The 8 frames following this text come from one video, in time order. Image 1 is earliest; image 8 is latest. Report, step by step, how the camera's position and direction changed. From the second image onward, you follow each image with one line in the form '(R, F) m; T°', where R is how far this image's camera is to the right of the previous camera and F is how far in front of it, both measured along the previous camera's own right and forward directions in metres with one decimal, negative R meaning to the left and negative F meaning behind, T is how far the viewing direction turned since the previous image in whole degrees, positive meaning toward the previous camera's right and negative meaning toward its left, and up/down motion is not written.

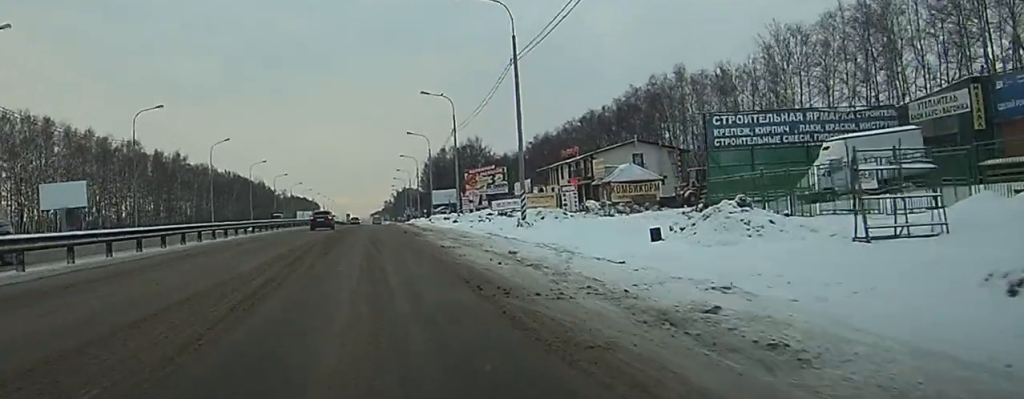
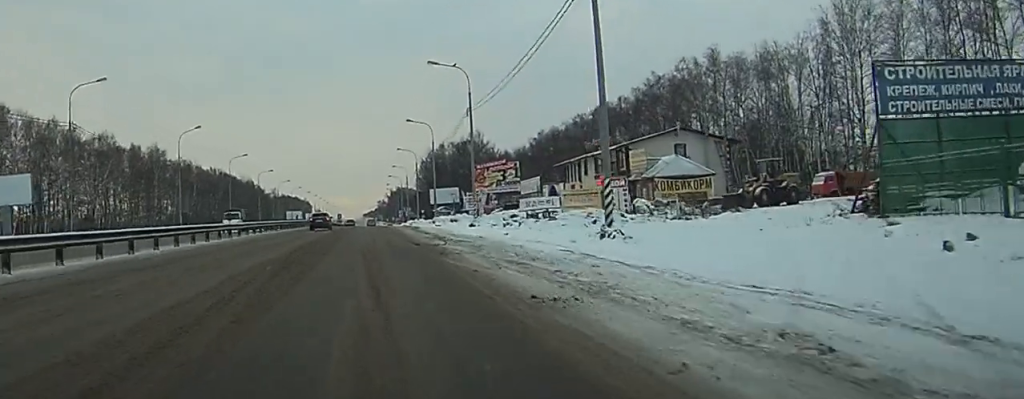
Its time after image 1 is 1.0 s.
(-0.1, +15.8) m; 0°
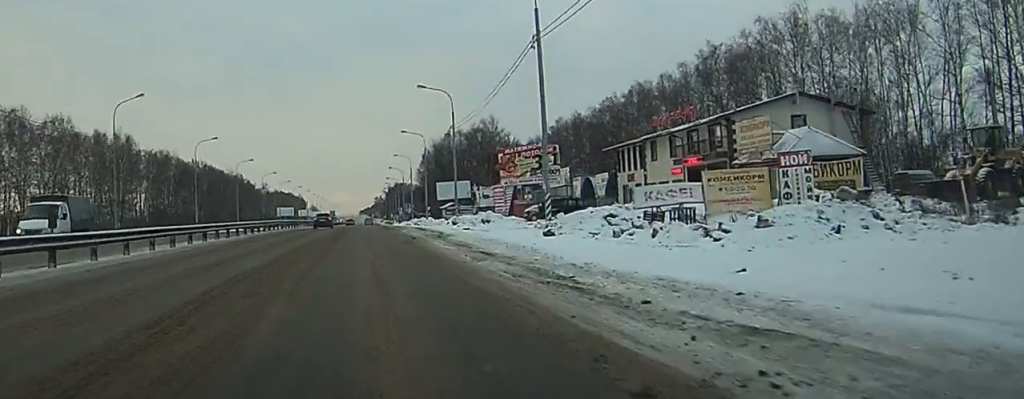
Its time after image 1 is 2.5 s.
(0.0, +24.8) m; 0°
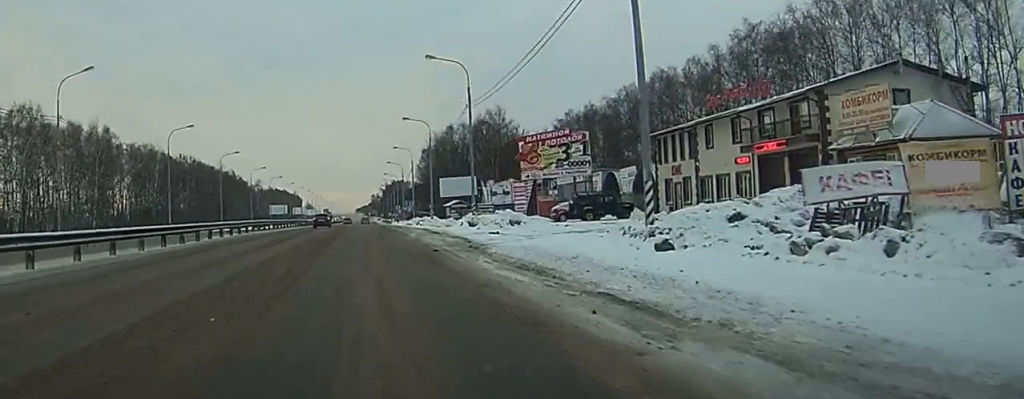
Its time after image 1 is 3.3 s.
(0.0, +13.1) m; 0°
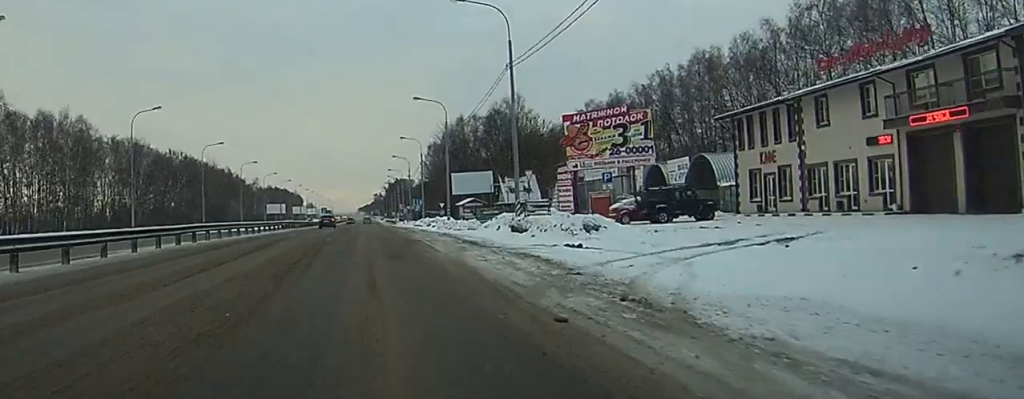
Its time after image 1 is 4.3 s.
(0.0, +16.0) m; 0°
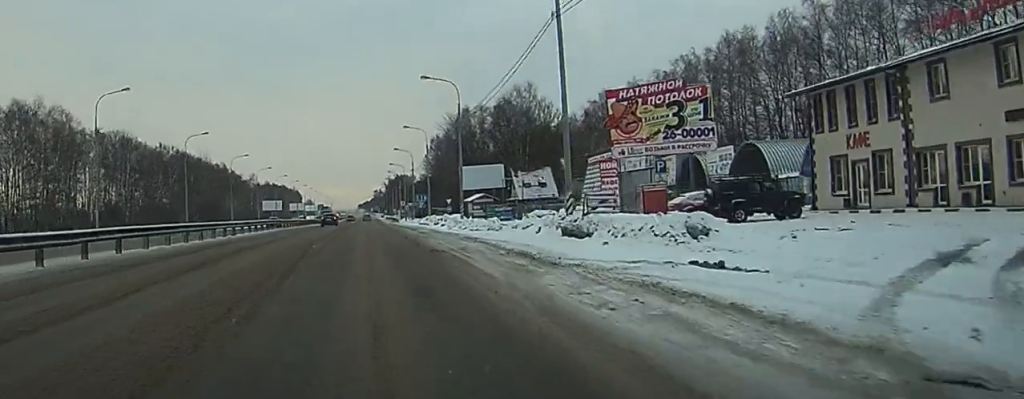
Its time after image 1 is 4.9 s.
(0.0, +10.5) m; 0°
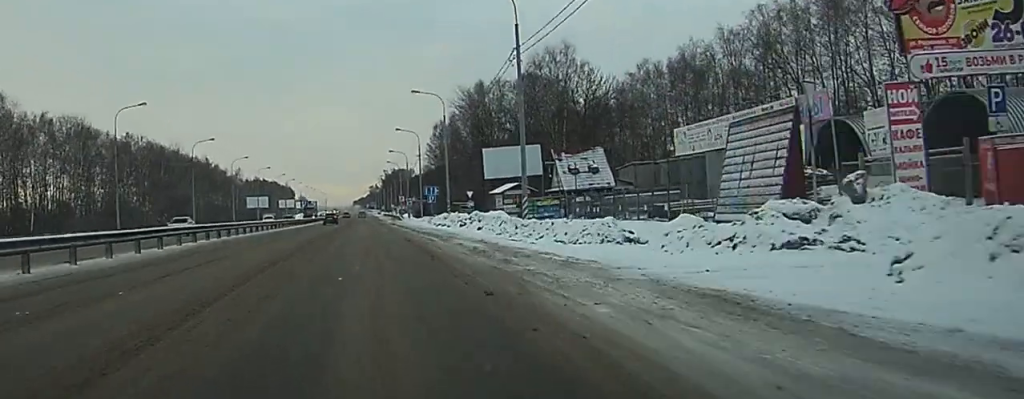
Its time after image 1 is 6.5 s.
(+0.2, +26.7) m; +1°
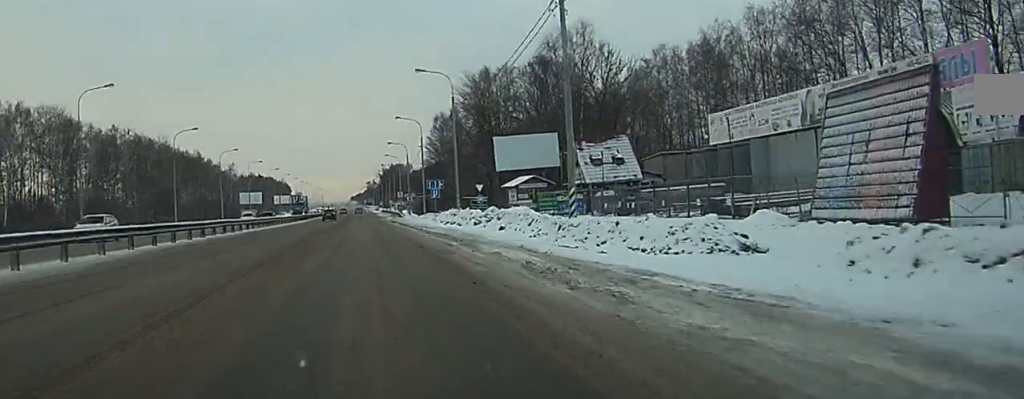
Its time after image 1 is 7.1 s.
(0.0, +8.9) m; 0°
